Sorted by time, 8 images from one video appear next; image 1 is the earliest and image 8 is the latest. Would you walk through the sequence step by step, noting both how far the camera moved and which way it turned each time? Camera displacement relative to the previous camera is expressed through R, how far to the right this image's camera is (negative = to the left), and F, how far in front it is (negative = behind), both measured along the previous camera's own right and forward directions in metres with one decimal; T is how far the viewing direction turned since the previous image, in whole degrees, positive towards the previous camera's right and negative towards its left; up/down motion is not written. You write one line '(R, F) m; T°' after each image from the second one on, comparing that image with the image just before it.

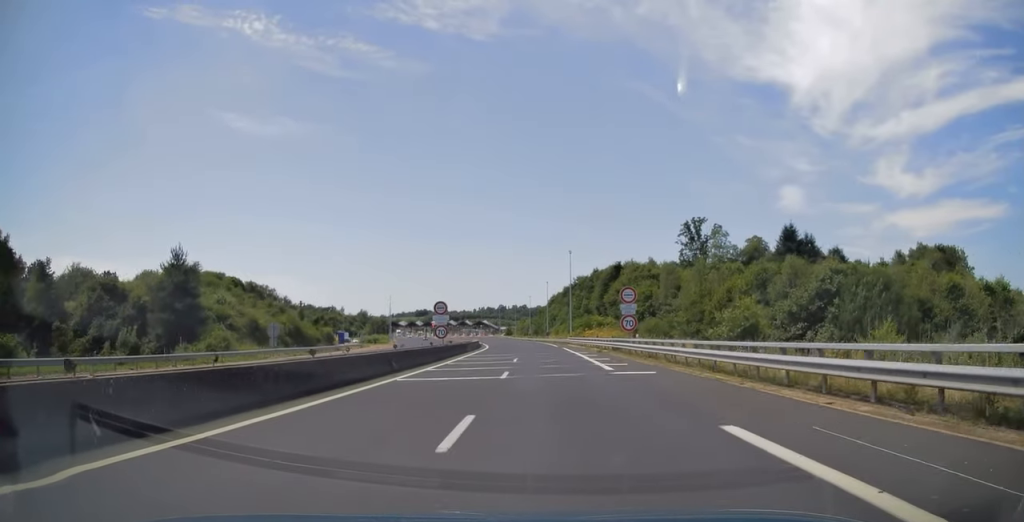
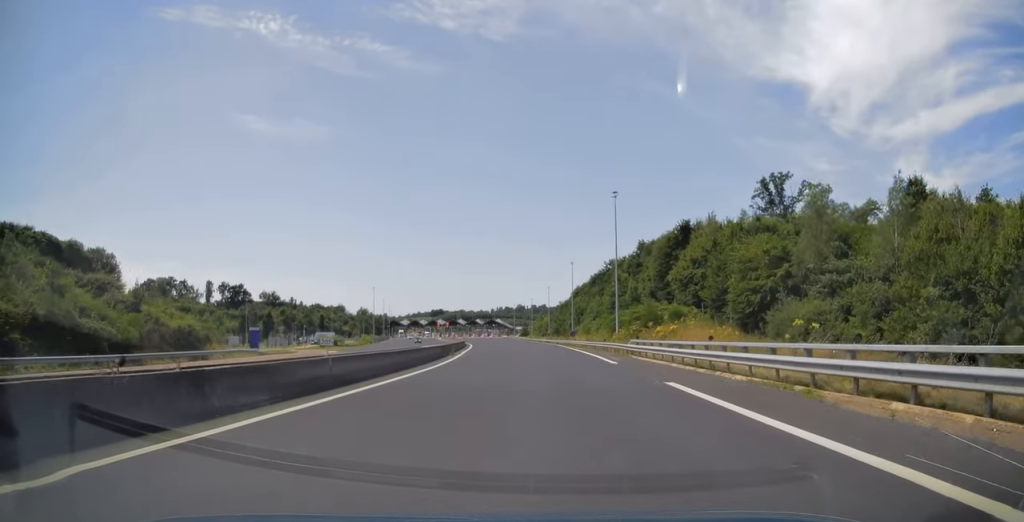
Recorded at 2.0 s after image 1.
(-0.7, +44.3) m; -2°
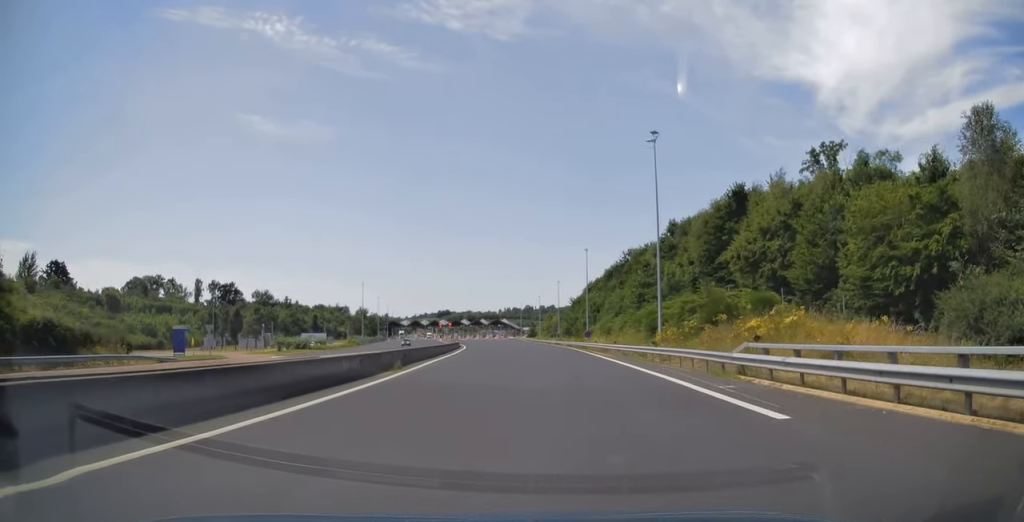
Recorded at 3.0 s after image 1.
(0.0, +19.2) m; -1°
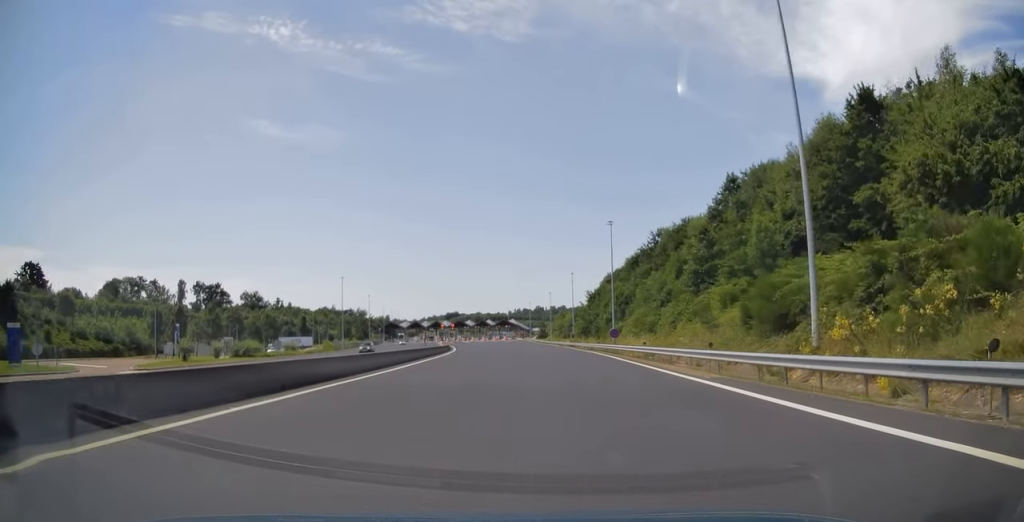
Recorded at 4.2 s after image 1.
(-0.3, +24.5) m; -1°
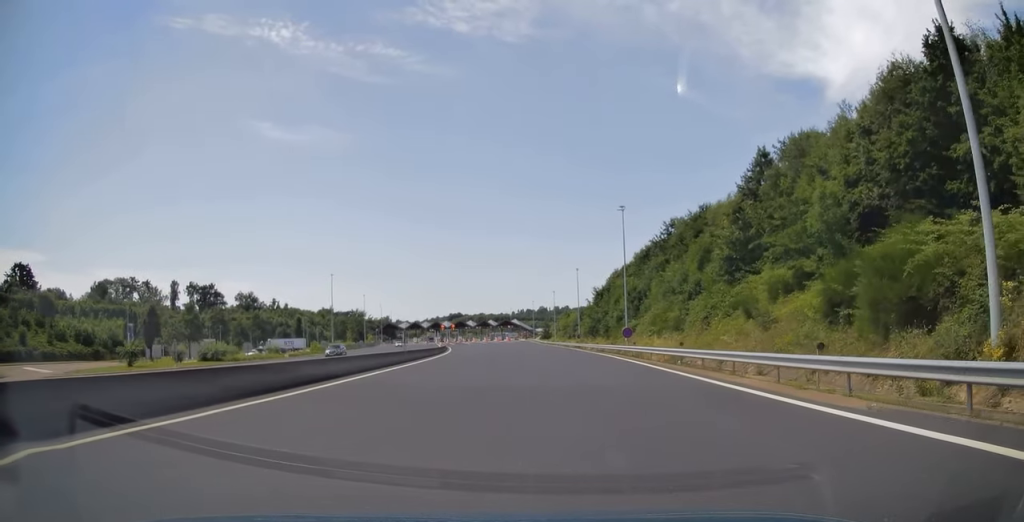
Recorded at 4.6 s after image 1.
(0.0, +9.0) m; 0°
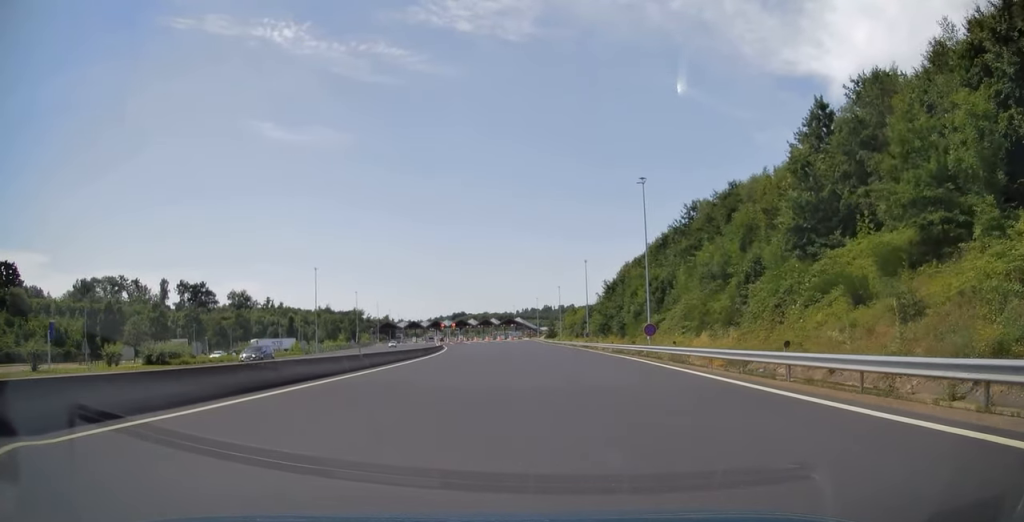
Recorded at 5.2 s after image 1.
(-0.1, +12.0) m; 0°
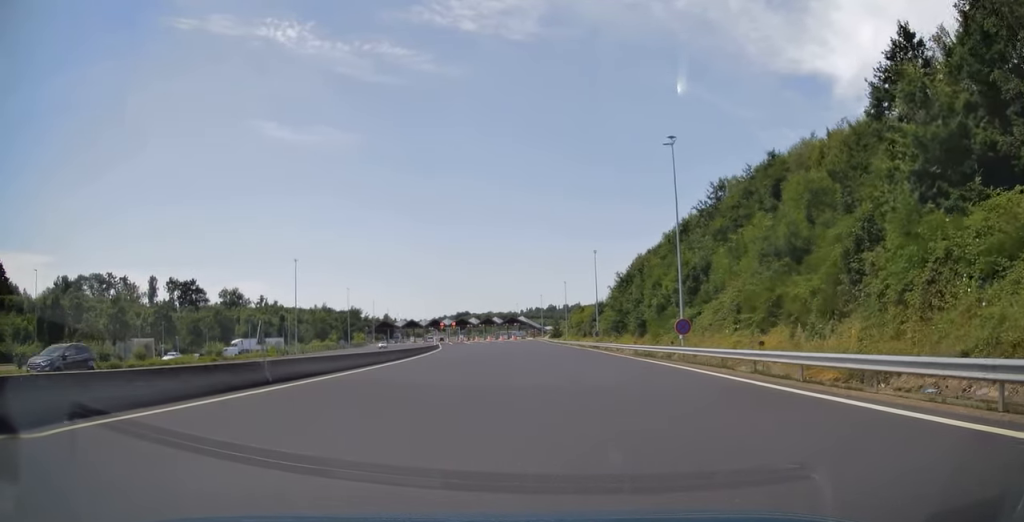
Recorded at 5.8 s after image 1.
(0.0, +12.0) m; 0°
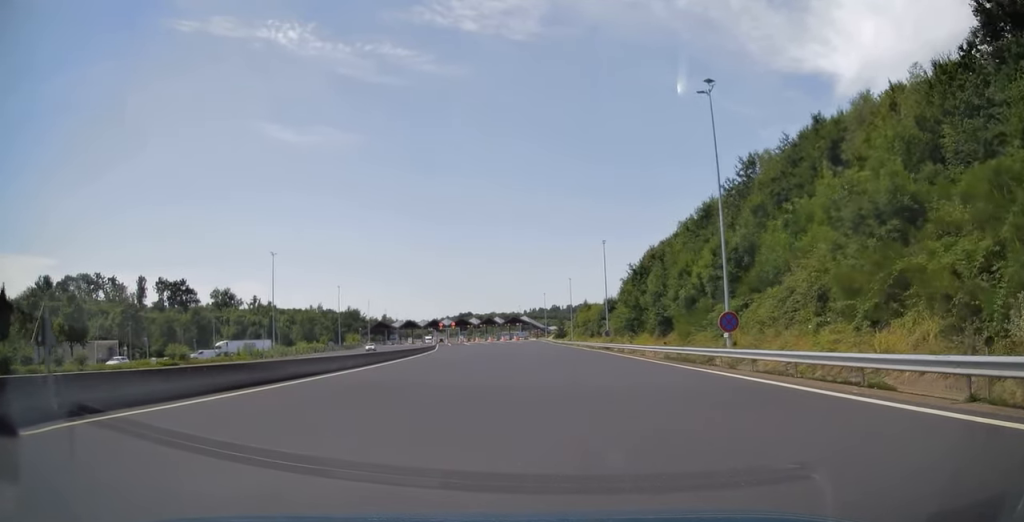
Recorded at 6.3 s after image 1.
(0.0, +10.7) m; -1°
